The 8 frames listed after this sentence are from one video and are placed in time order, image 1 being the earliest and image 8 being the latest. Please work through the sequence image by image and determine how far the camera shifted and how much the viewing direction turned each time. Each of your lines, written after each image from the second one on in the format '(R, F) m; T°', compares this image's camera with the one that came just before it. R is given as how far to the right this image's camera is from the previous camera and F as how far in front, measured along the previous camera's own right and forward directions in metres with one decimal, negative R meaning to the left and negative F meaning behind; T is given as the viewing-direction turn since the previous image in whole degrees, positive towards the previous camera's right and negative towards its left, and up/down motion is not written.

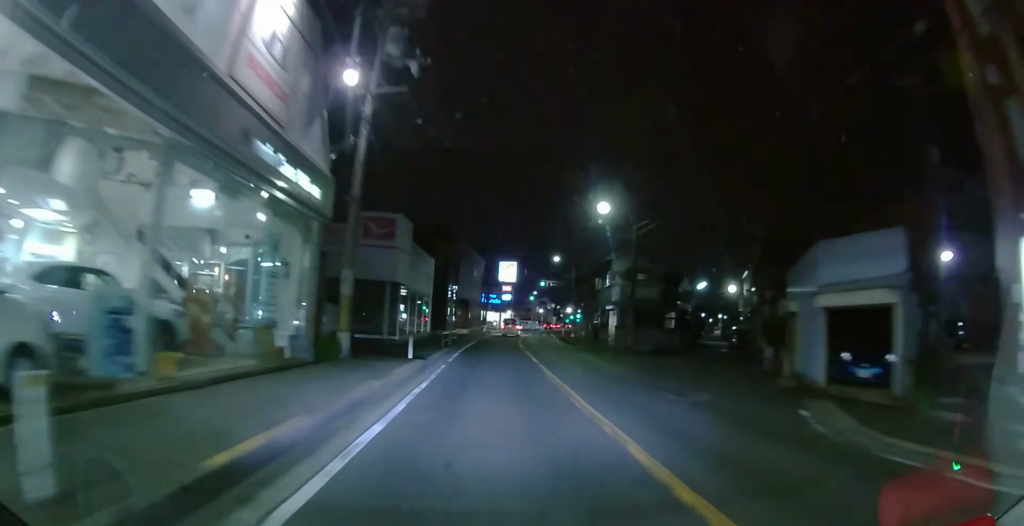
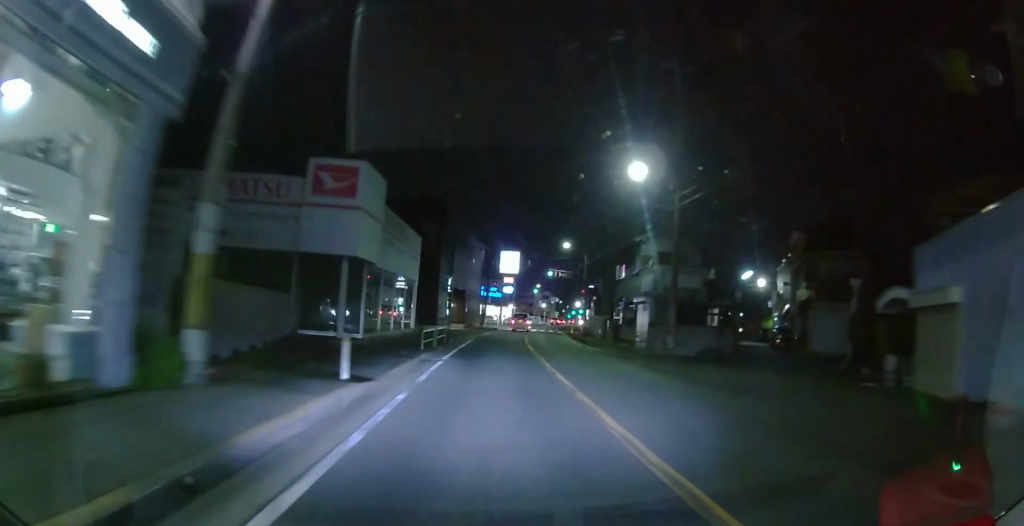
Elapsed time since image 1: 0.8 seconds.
(0.0, +7.2) m; +1°
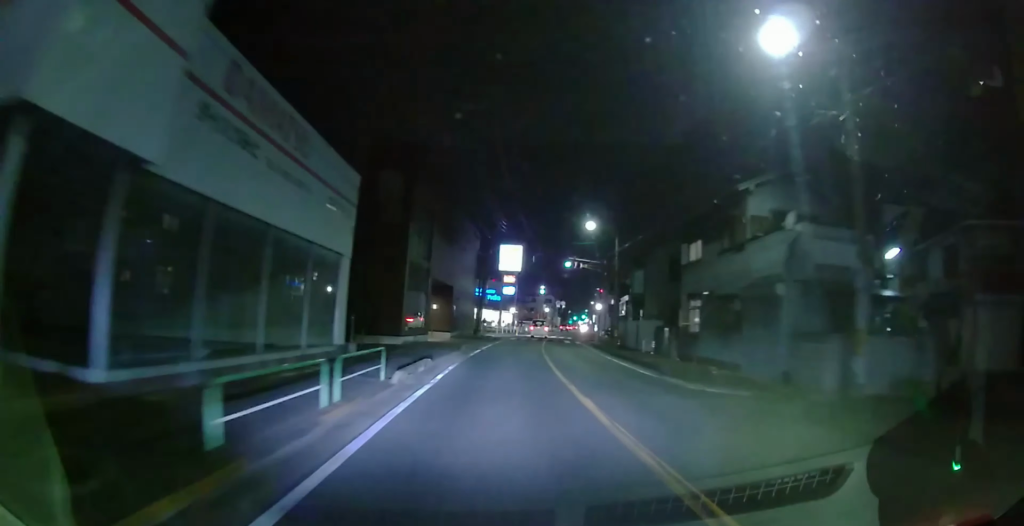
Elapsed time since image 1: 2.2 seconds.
(+0.5, +13.7) m; +3°
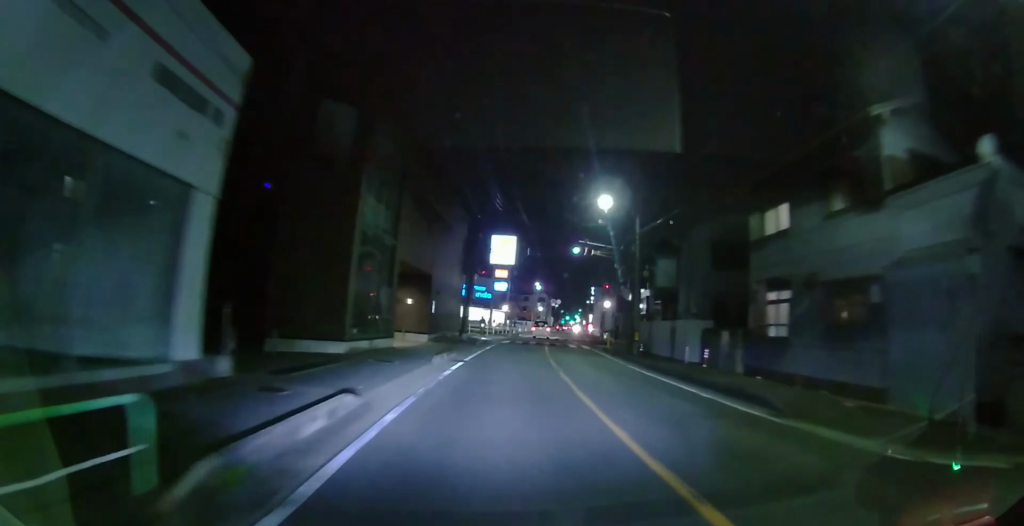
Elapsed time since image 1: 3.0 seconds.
(-0.1, +7.8) m; 0°
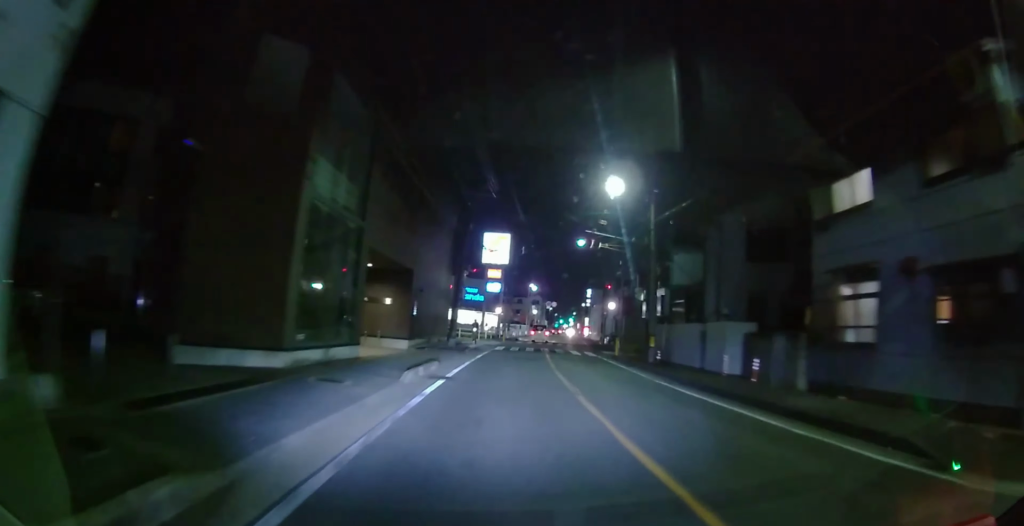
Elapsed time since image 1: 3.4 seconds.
(-0.2, +4.2) m; 0°
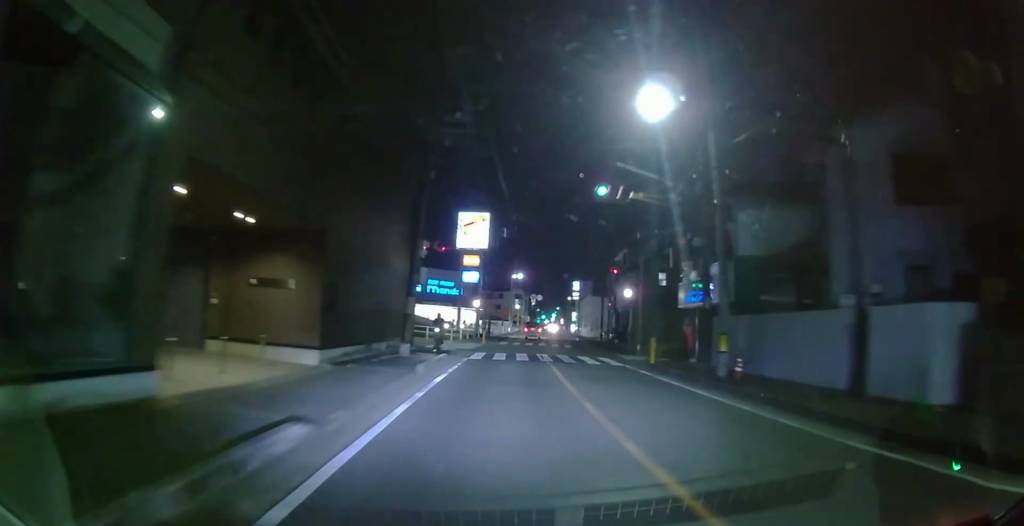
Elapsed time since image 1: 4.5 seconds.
(+0.3, +10.1) m; +2°
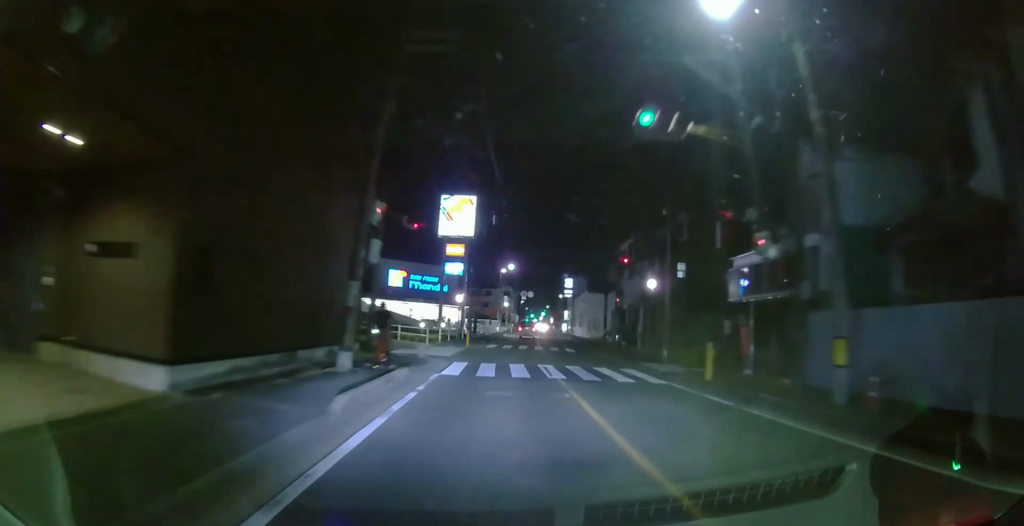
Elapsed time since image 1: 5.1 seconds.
(+0.1, +6.4) m; +1°
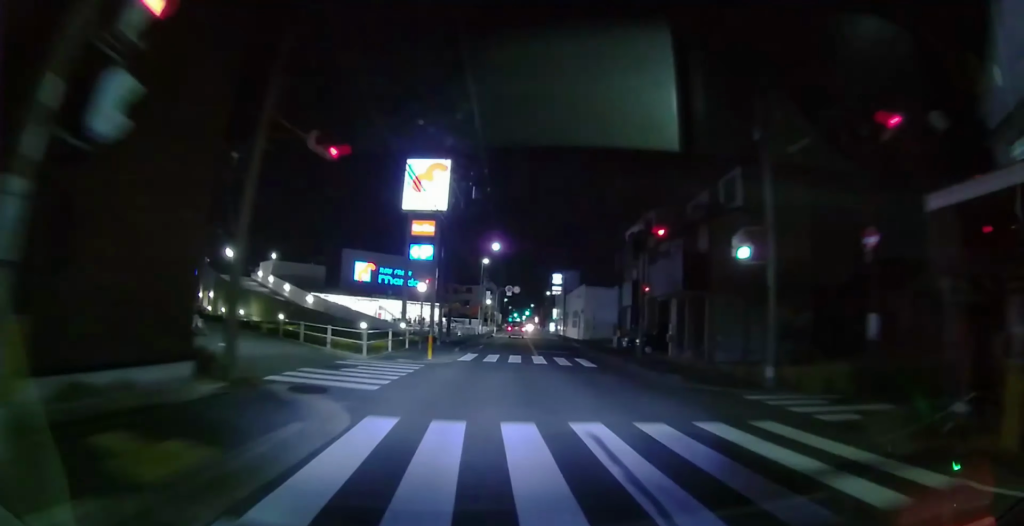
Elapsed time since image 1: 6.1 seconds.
(+0.1, +10.6) m; +1°
